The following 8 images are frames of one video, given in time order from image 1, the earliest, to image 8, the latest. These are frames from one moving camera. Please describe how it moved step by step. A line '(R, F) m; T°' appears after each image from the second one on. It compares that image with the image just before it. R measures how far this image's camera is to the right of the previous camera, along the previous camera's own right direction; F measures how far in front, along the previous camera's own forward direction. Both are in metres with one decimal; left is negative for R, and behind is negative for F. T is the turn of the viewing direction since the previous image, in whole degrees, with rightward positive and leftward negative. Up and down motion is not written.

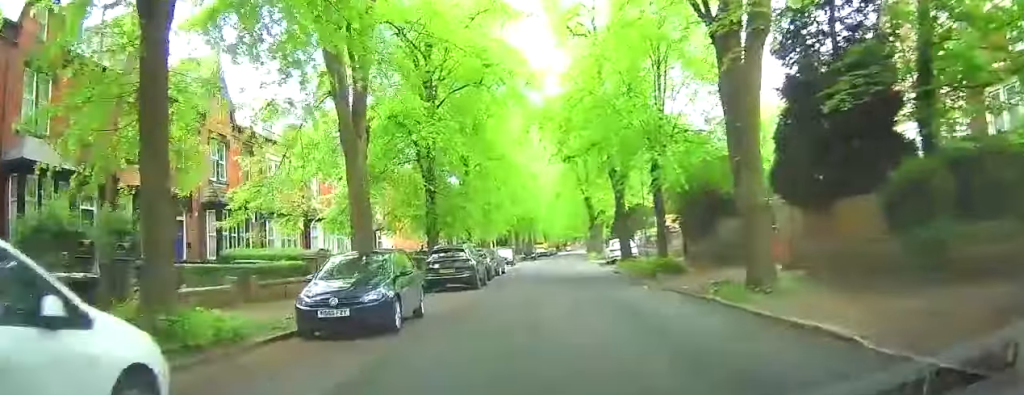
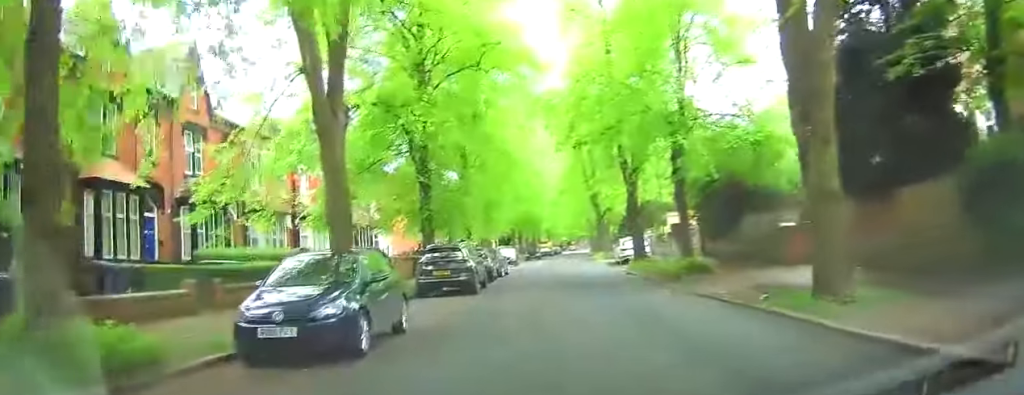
(-0.5, +3.0) m; -5°
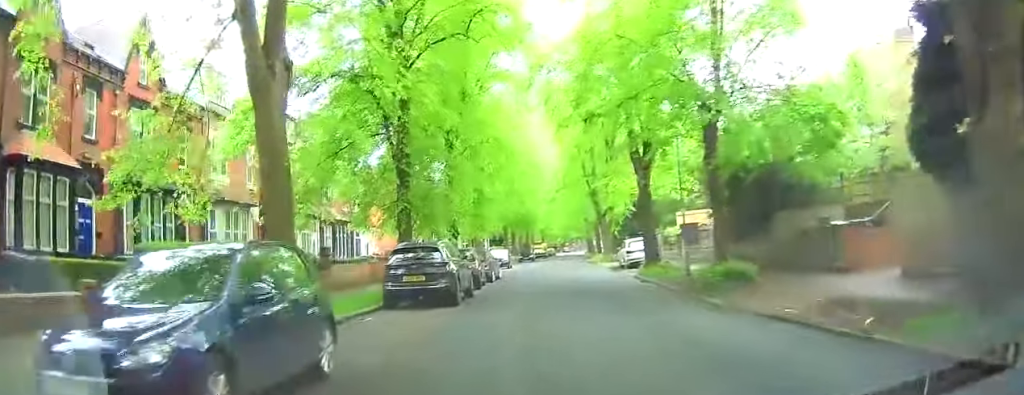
(-0.4, +4.4) m; -5°
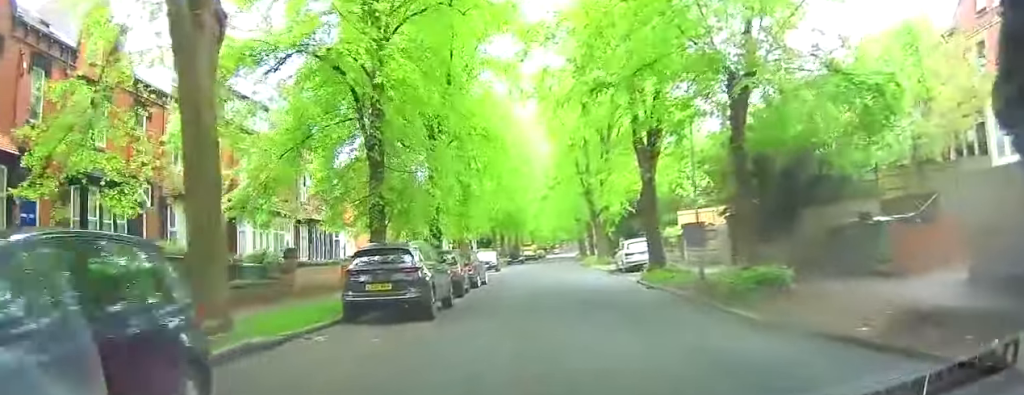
(-0.1, +3.1) m; +2°
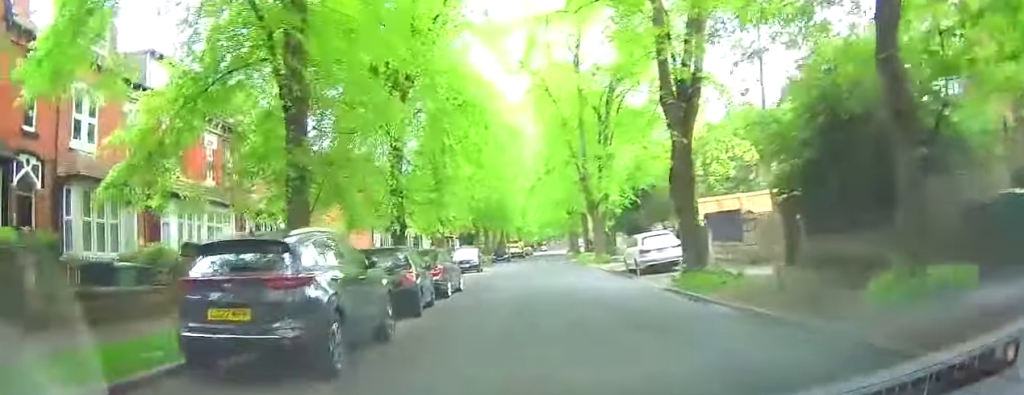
(+0.2, +6.7) m; 0°
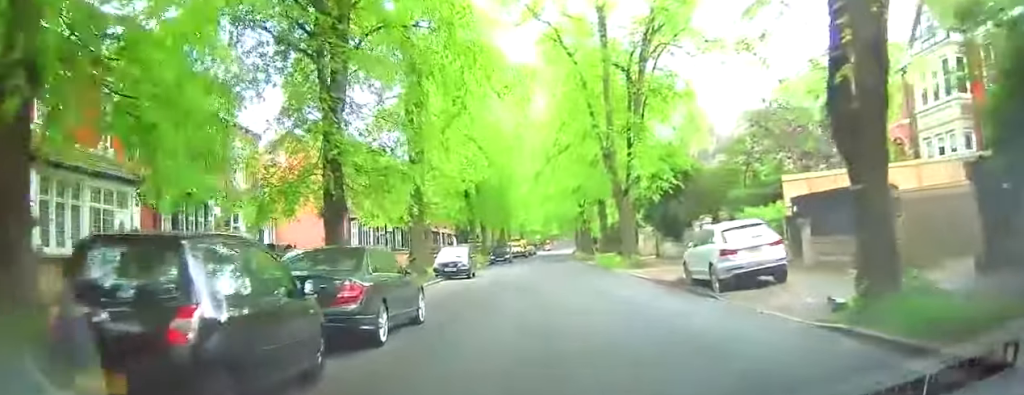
(-0.7, +9.8) m; -5°
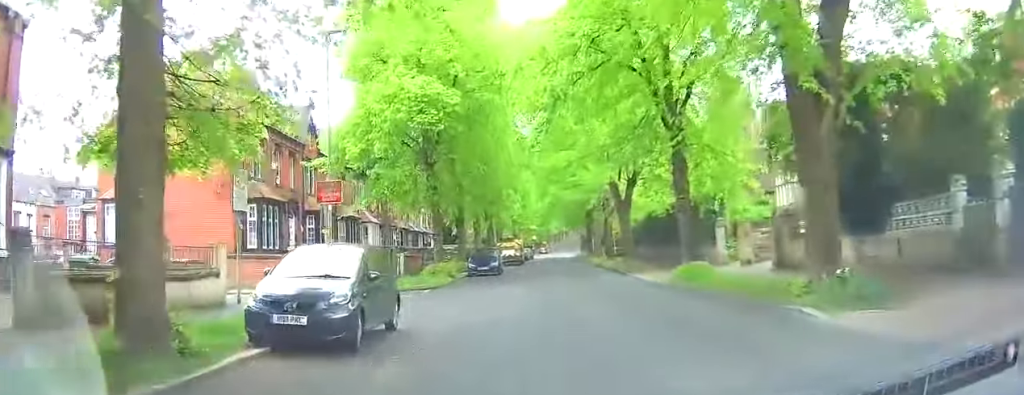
(+1.1, +22.0) m; +3°
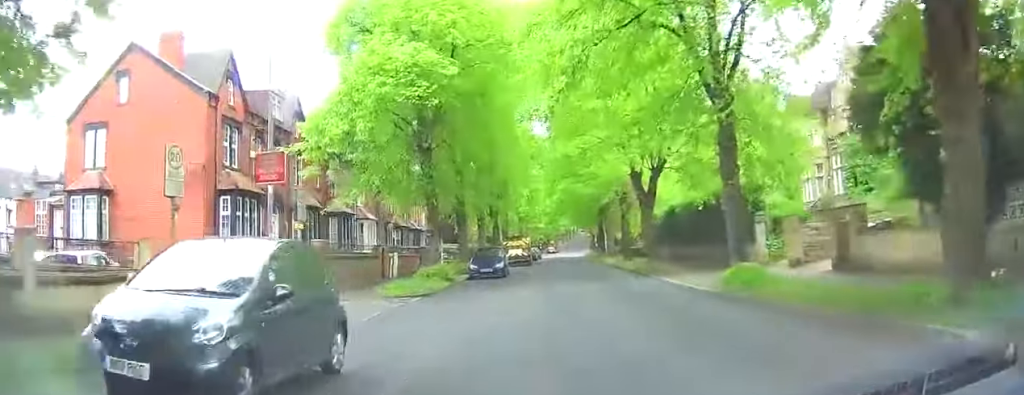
(0.0, +4.4) m; 0°
